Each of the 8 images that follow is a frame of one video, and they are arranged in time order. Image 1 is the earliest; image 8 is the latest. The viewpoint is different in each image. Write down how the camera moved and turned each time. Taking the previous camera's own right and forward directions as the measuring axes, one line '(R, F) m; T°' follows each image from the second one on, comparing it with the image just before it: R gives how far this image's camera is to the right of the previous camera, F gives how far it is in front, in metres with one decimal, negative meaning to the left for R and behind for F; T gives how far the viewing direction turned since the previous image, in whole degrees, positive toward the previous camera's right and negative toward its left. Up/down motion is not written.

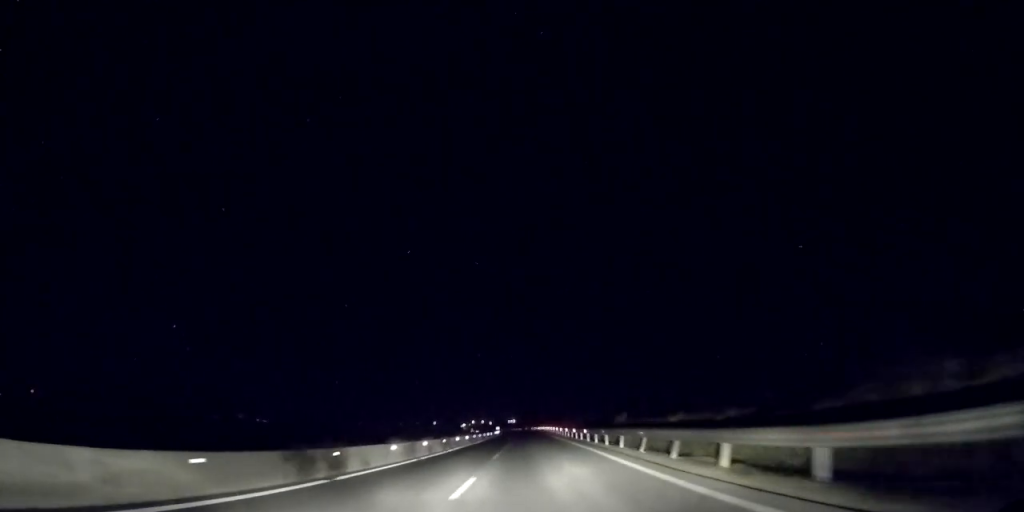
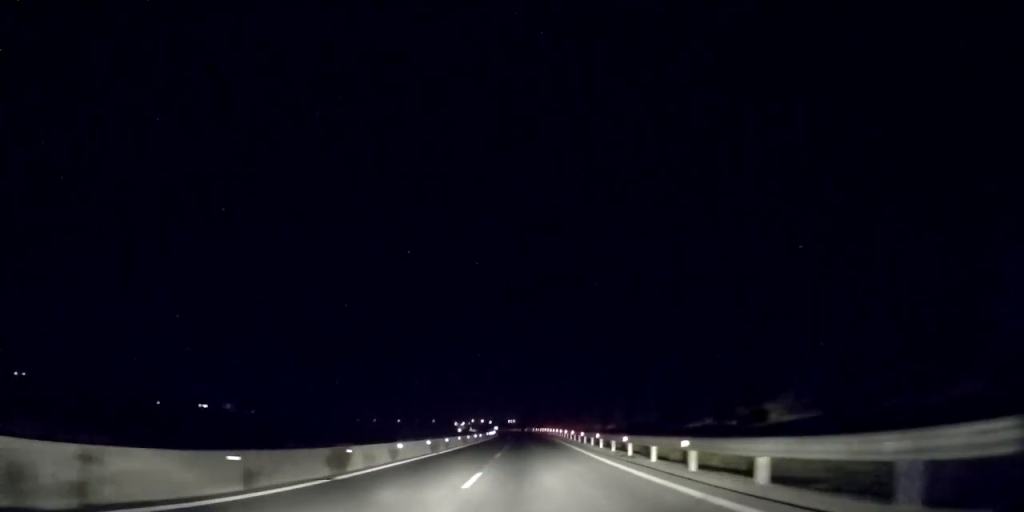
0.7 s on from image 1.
(-0.3, +22.7) m; 0°
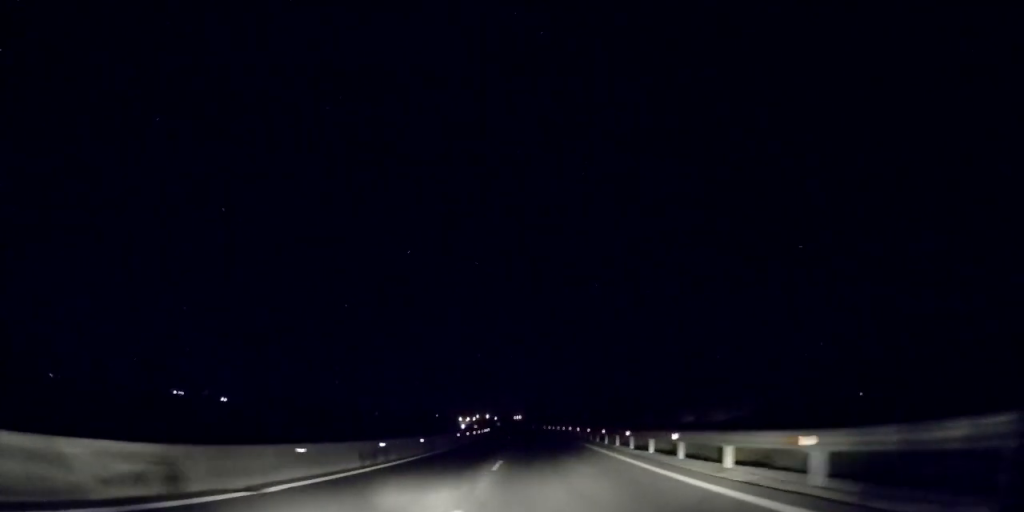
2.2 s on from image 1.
(+0.1, +45.2) m; -1°
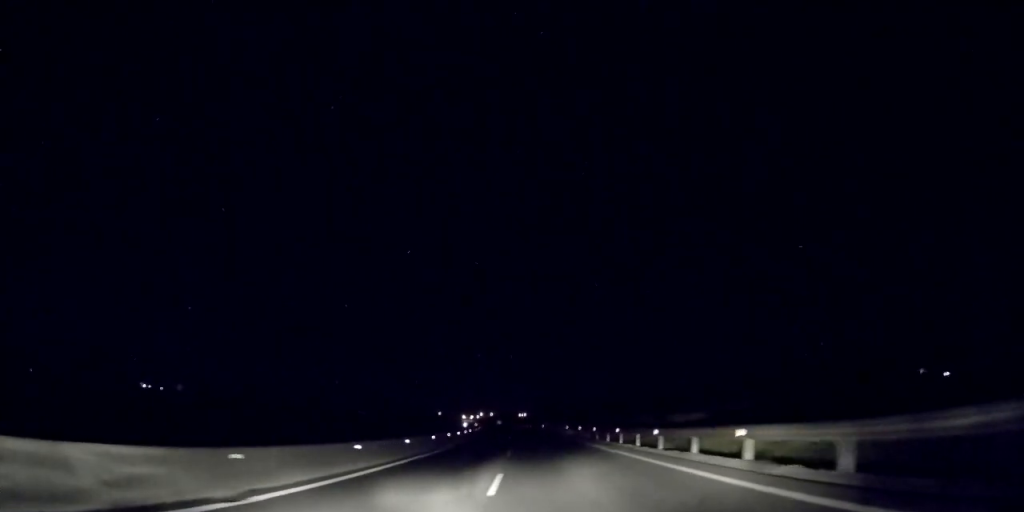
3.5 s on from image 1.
(-0.7, +43.3) m; -1°
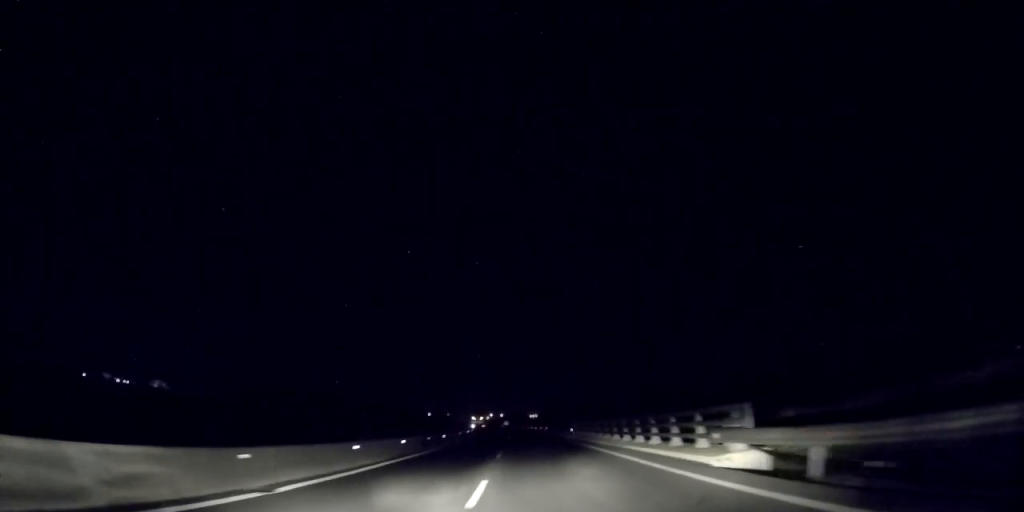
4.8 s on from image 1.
(-0.2, +39.0) m; -1°
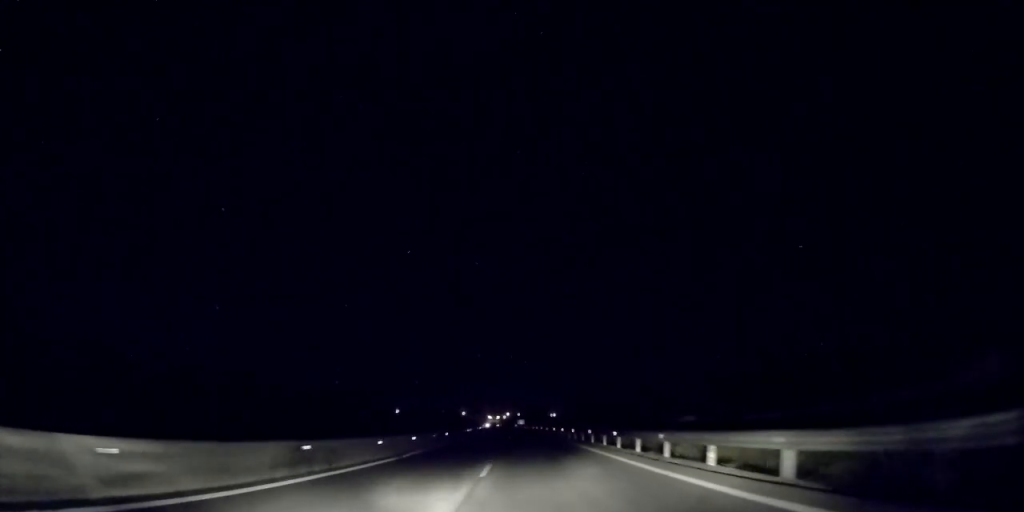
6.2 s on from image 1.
(-0.5, +43.5) m; -1°
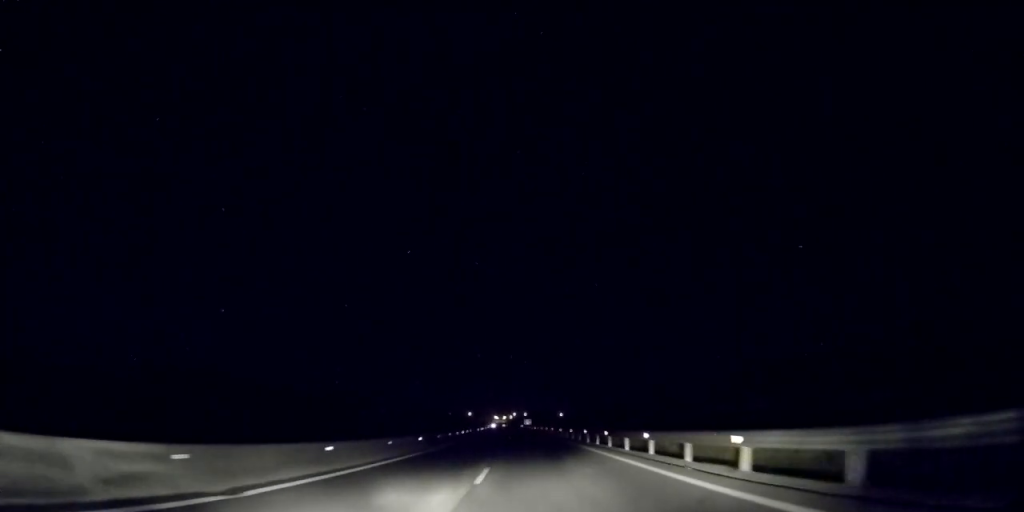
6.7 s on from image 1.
(+0.1, +14.6) m; -1°
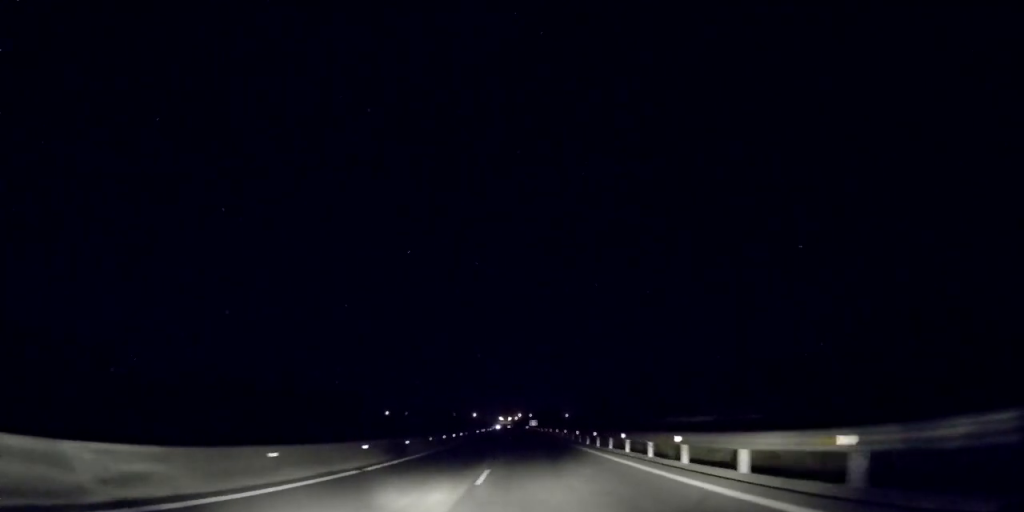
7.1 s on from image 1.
(-0.1, +12.1) m; -1°
